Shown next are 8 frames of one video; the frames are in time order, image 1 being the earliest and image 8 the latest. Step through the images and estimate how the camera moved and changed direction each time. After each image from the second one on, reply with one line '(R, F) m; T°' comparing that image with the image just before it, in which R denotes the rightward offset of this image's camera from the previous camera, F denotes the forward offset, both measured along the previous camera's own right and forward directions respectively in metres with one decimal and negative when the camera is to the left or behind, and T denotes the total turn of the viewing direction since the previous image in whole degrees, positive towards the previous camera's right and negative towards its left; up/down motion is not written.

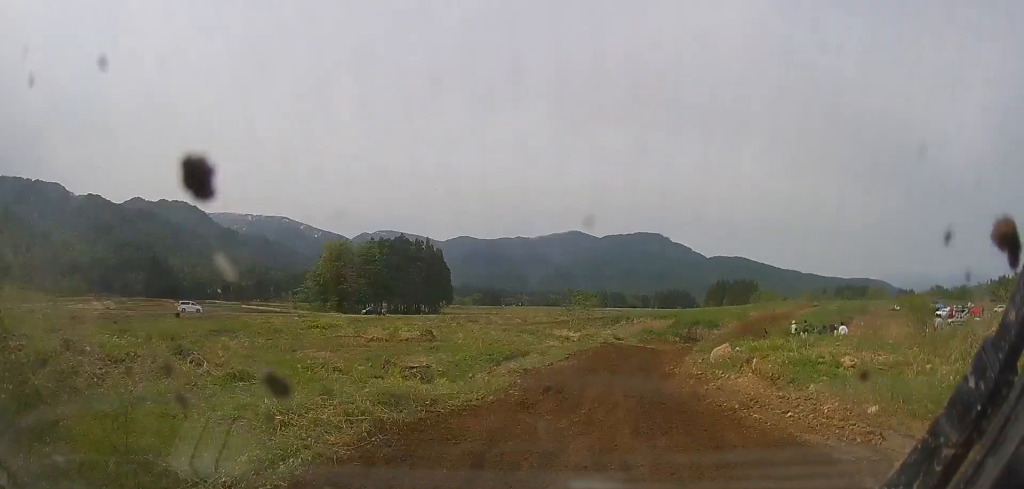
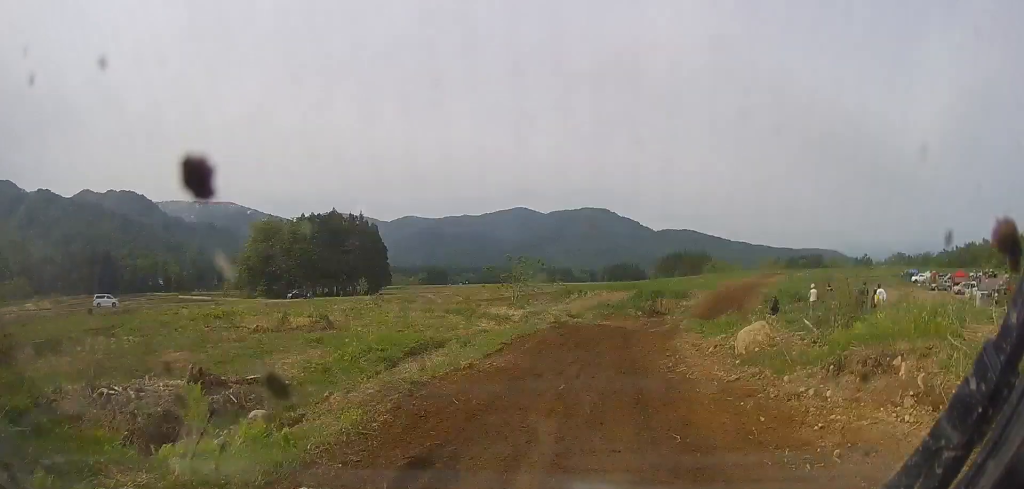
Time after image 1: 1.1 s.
(+0.2, +10.0) m; +4°
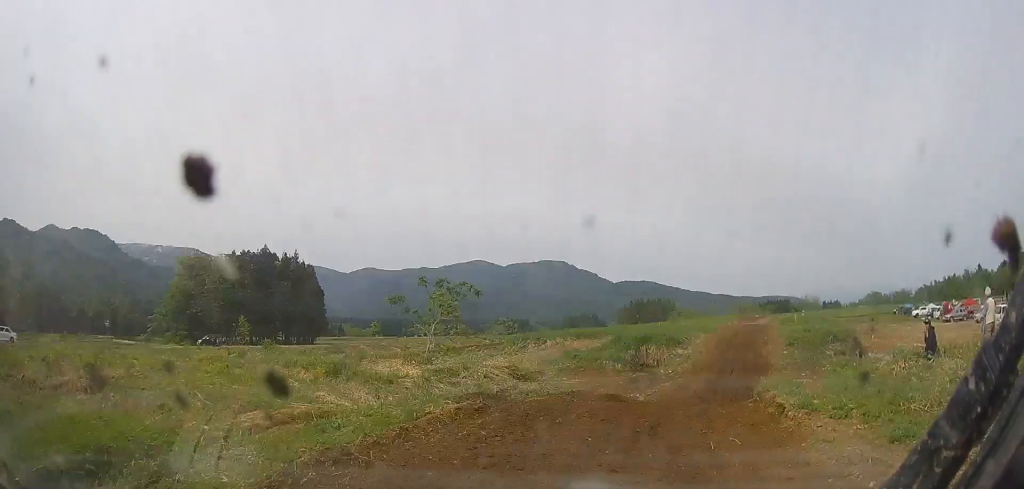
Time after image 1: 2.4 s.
(+0.6, +13.4) m; +7°
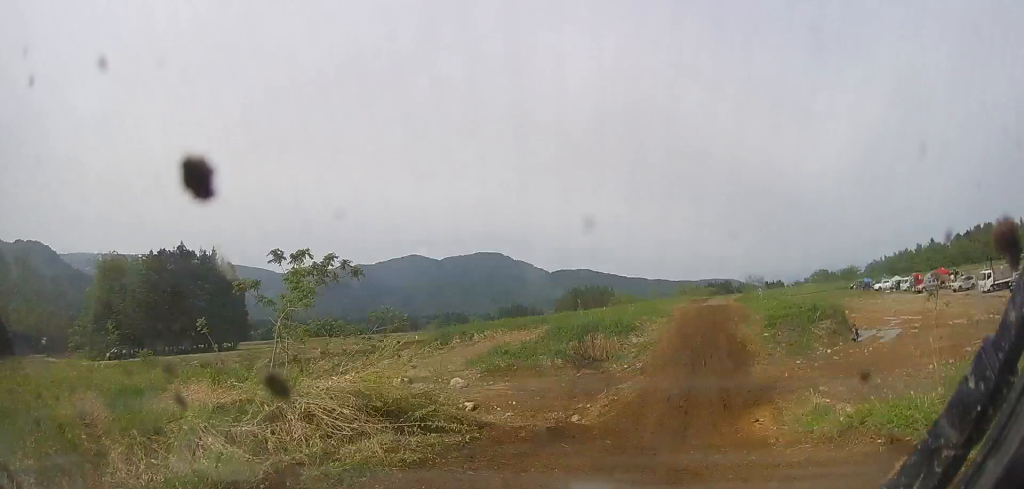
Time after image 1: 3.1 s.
(0.0, +7.5) m; +6°
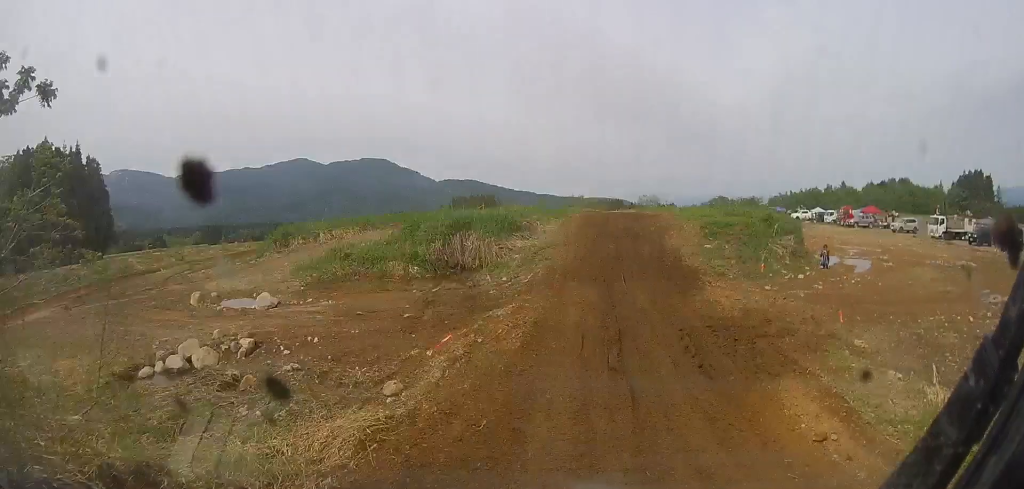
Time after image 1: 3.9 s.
(+1.0, +9.5) m; +9°
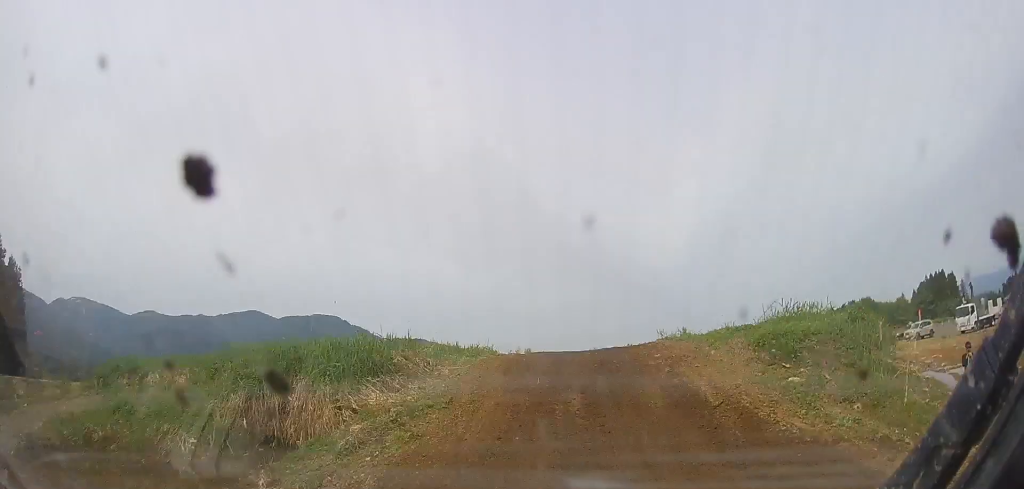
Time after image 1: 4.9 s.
(+0.9, +12.6) m; +5°
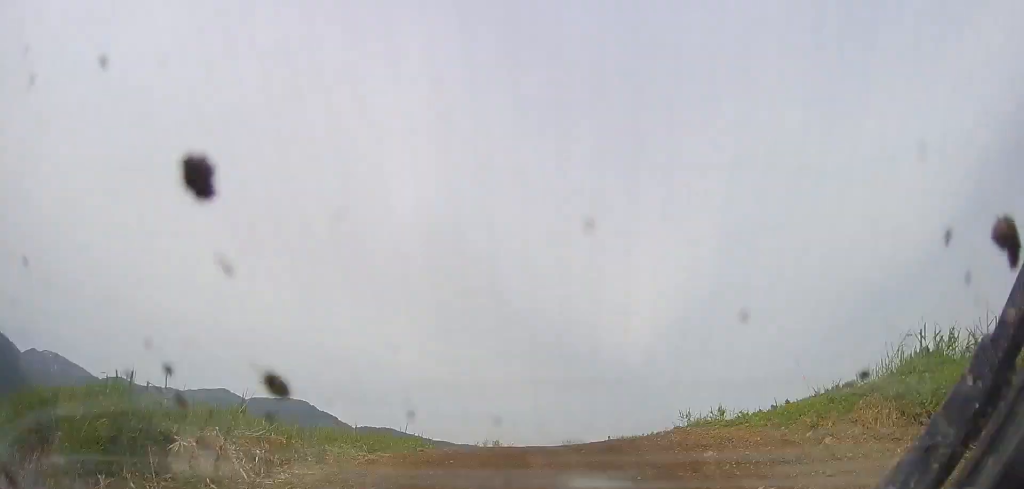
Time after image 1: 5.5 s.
(+0.1, +7.6) m; -1°
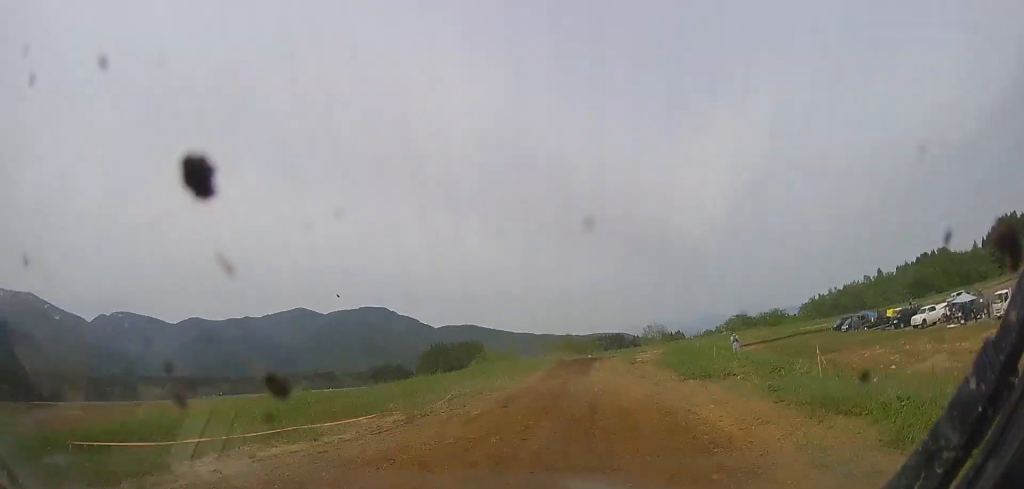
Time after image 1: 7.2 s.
(-0.8, +23.6) m; -3°
